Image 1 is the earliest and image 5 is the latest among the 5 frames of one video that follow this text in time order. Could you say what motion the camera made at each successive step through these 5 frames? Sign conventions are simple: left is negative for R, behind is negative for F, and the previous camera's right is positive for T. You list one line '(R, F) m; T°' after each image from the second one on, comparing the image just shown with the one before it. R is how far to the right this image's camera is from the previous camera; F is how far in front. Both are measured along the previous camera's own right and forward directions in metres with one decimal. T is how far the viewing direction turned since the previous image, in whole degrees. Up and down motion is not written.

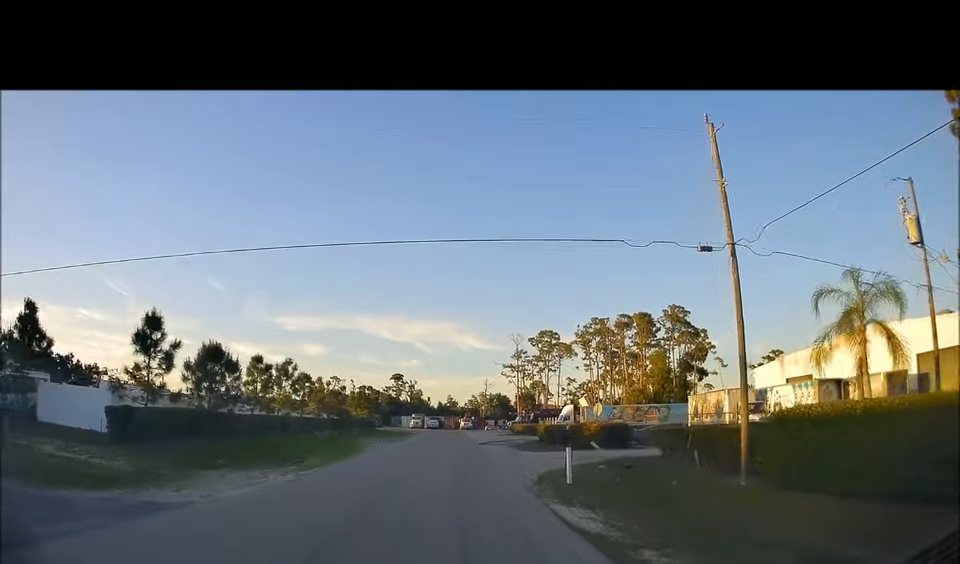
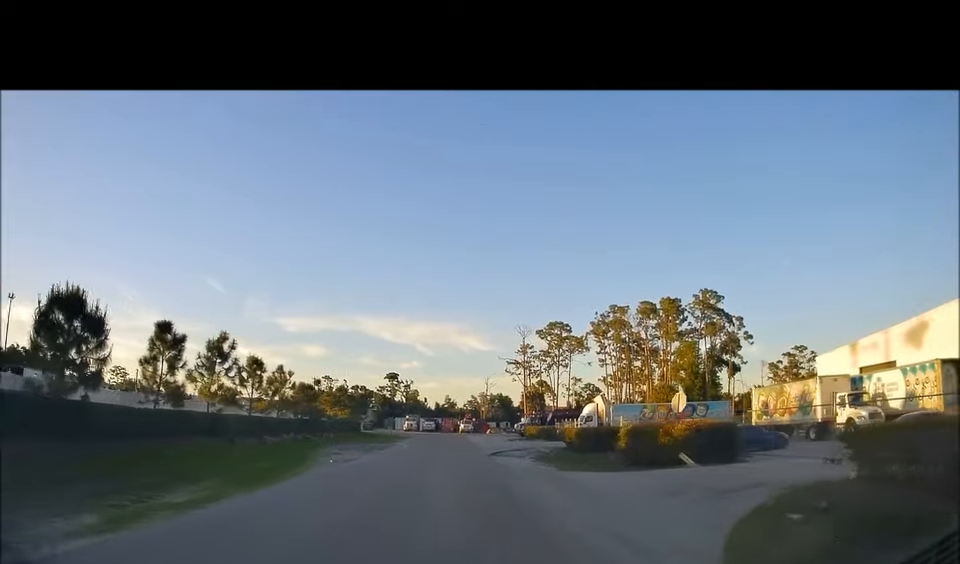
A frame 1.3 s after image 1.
(-0.3, +12.4) m; 0°
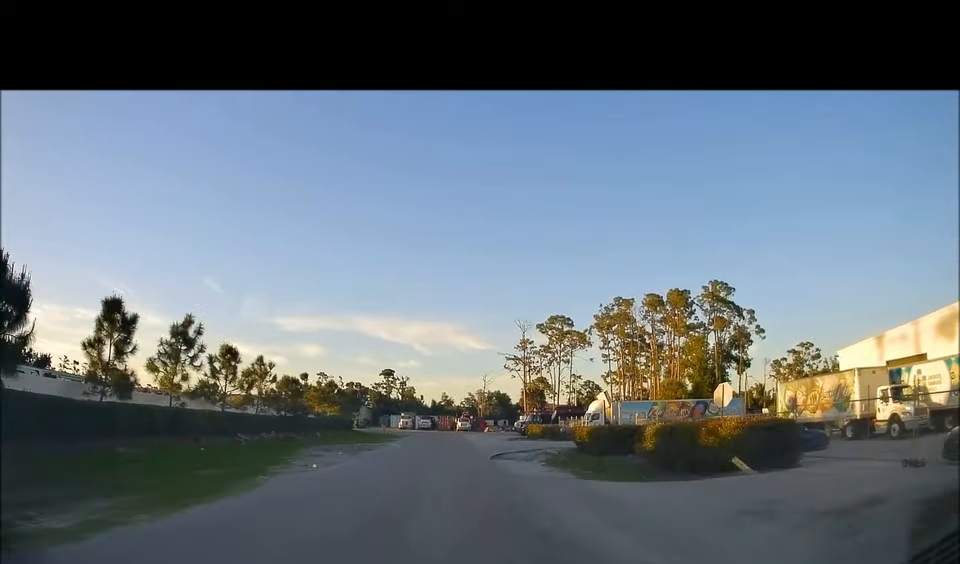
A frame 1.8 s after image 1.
(+0.2, +4.0) m; 0°
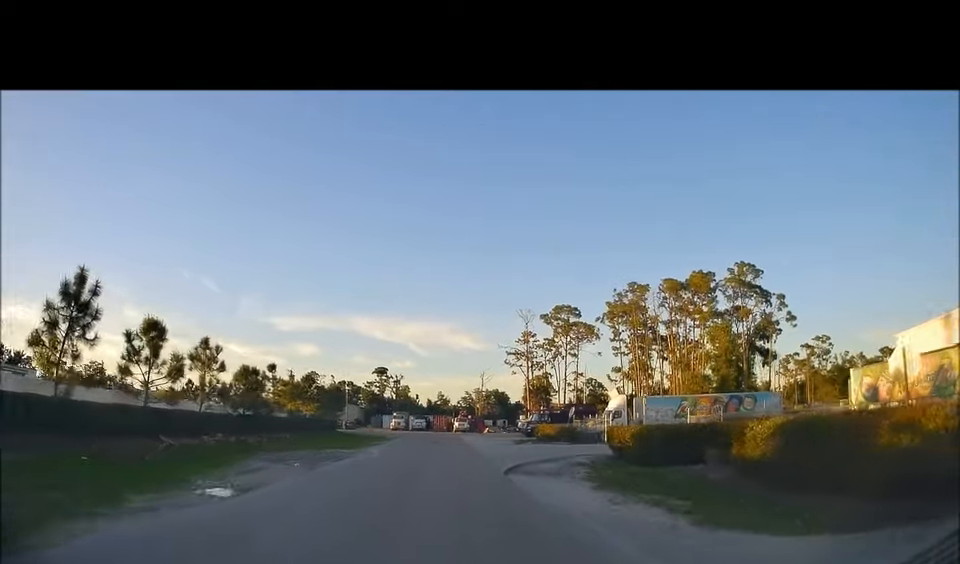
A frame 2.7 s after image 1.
(+0.1, +8.7) m; 0°
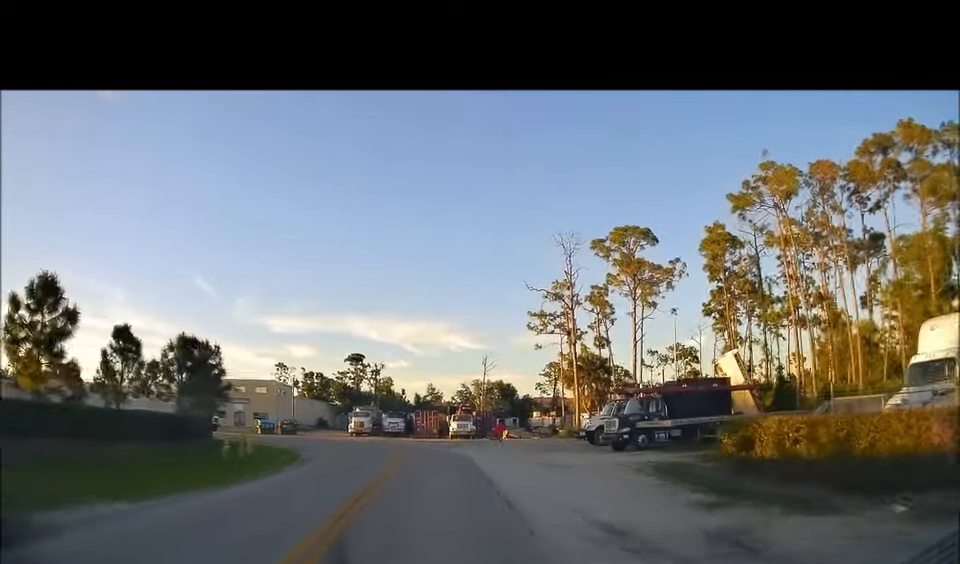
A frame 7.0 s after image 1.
(+1.4, +37.0) m; +3°
